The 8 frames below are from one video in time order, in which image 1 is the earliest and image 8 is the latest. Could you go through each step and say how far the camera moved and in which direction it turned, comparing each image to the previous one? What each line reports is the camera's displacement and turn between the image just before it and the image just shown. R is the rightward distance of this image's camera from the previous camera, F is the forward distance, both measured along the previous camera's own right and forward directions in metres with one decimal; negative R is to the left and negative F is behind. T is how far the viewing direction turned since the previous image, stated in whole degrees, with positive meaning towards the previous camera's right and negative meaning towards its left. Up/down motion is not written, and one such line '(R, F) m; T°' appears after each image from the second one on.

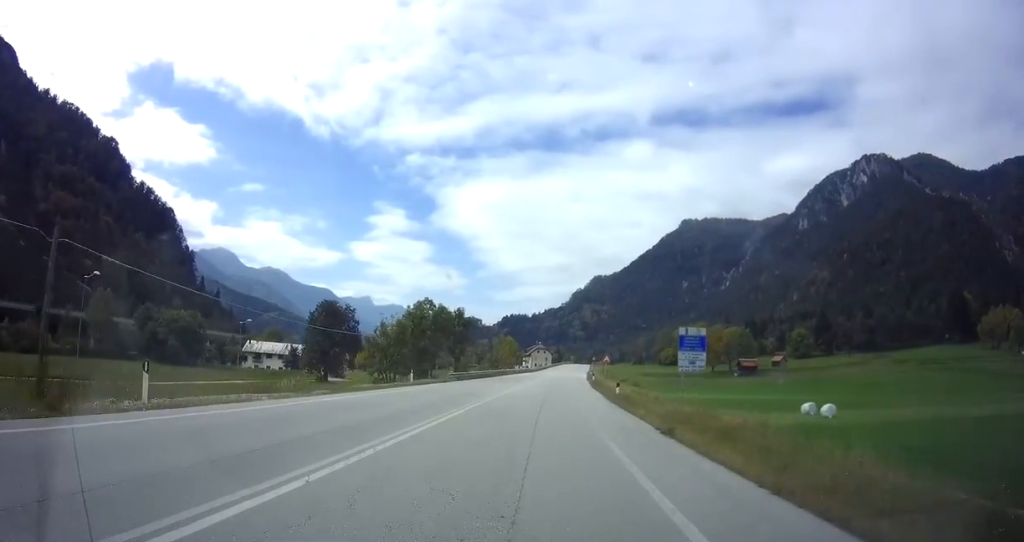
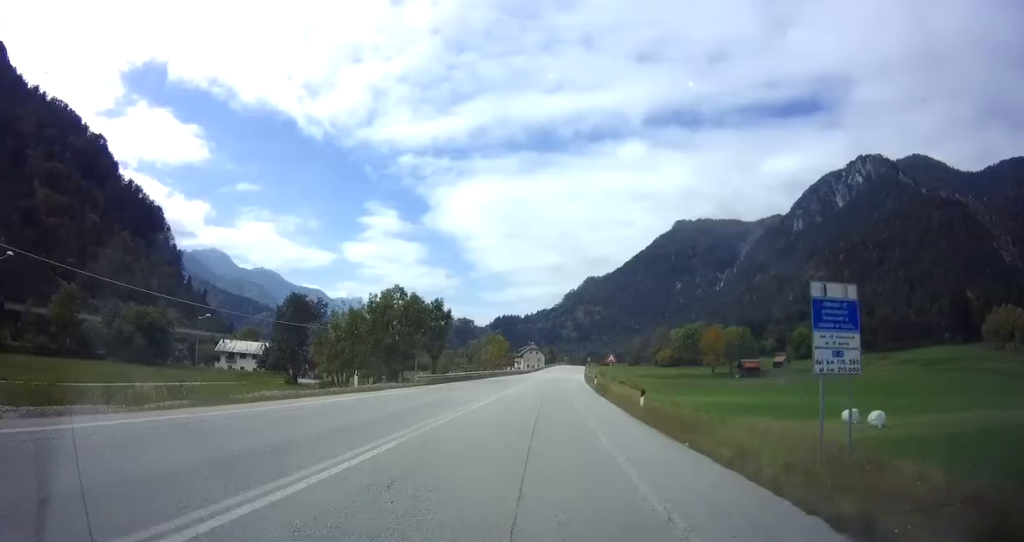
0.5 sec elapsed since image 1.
(-0.1, +8.7) m; +1°
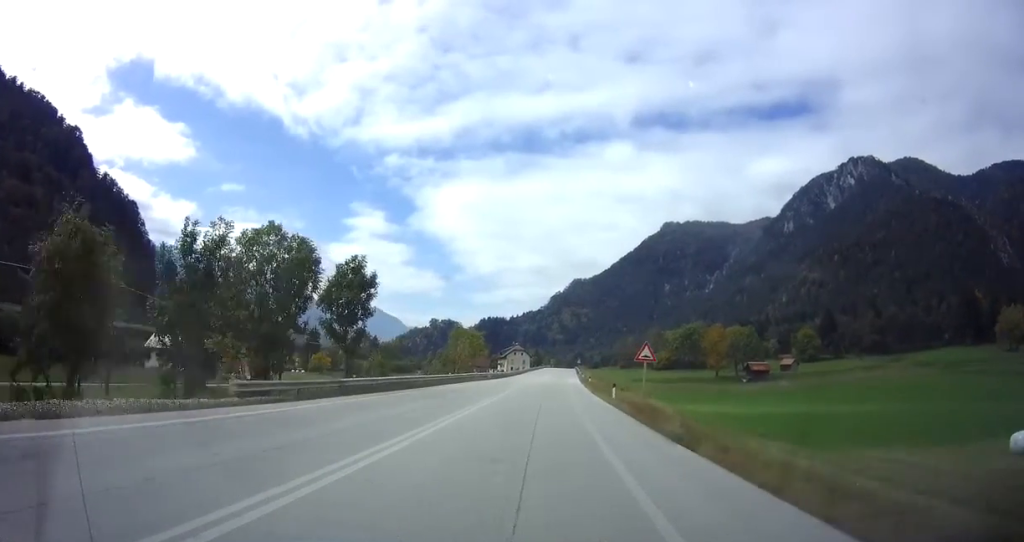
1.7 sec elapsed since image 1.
(+0.5, +20.5) m; 0°
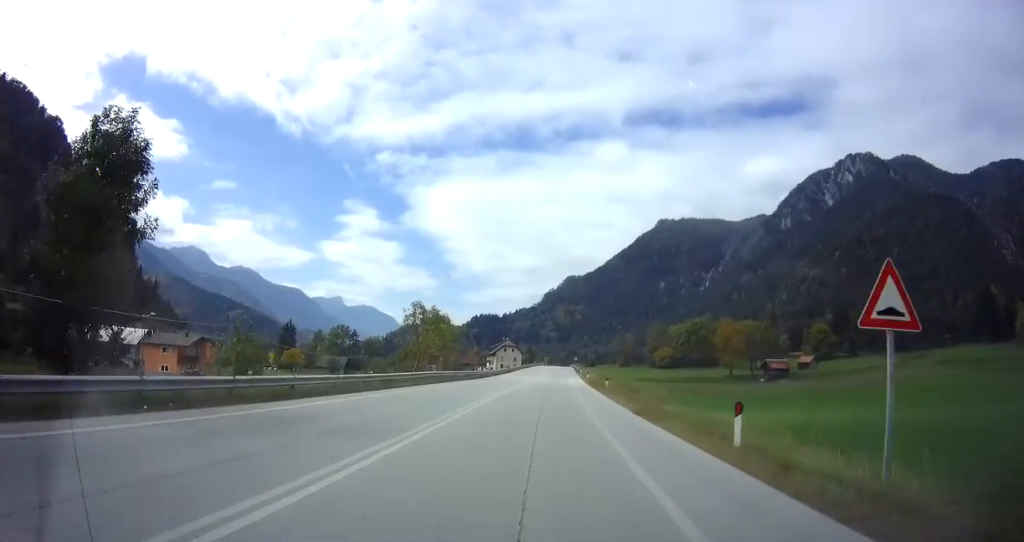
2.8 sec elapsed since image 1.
(-0.4, +19.7) m; 0°
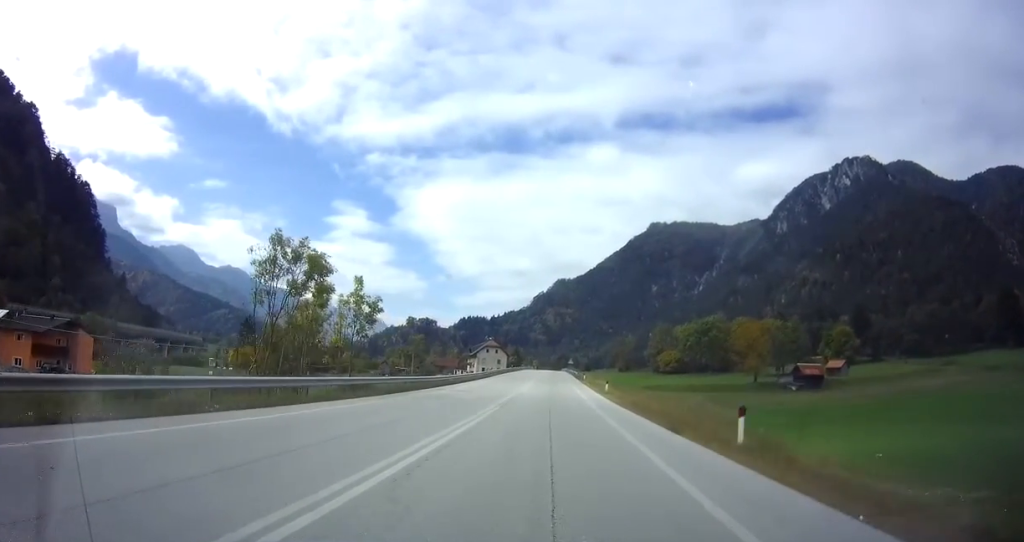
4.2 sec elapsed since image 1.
(+1.0, +26.8) m; +2°
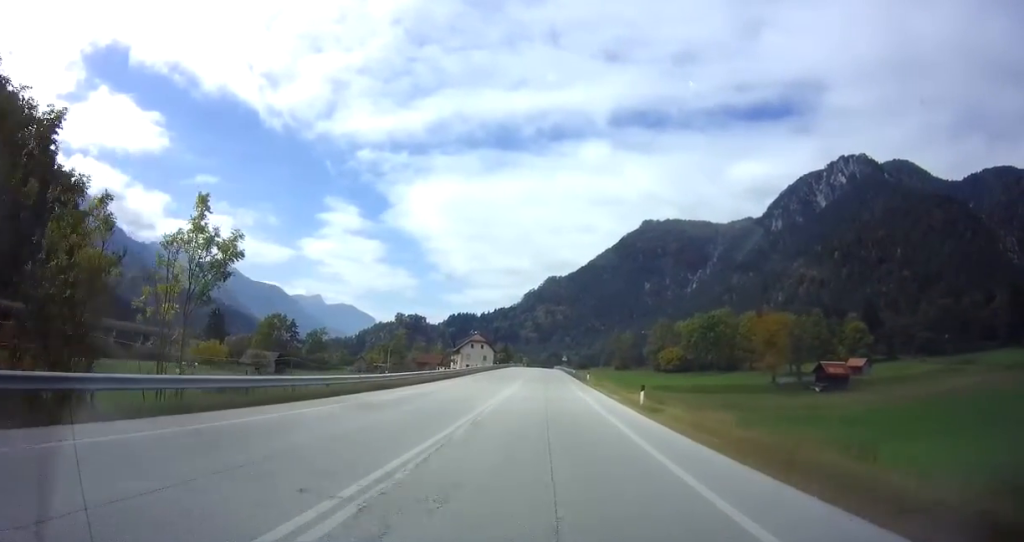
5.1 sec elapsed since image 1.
(-0.1, +16.7) m; 0°
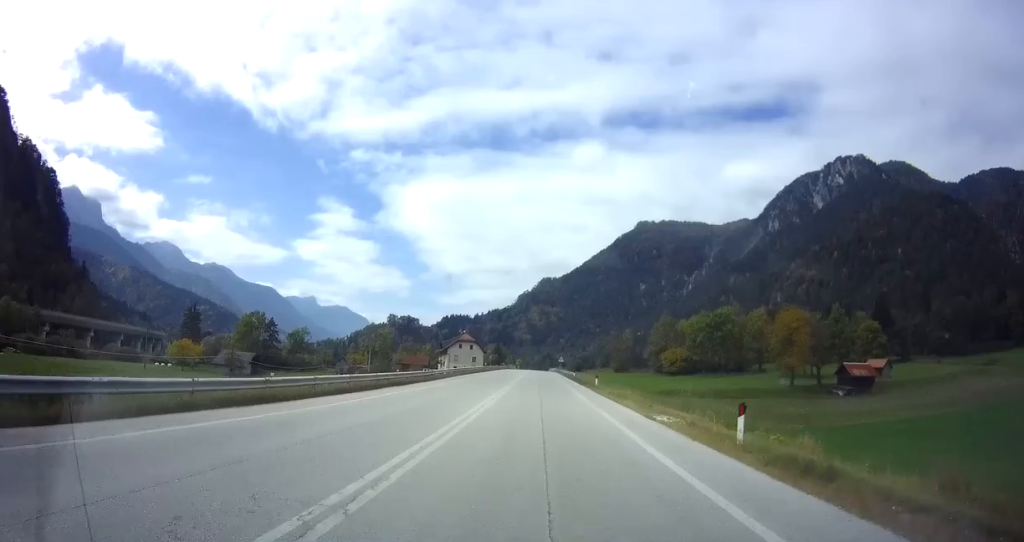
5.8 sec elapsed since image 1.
(-0.2, +11.9) m; 0°
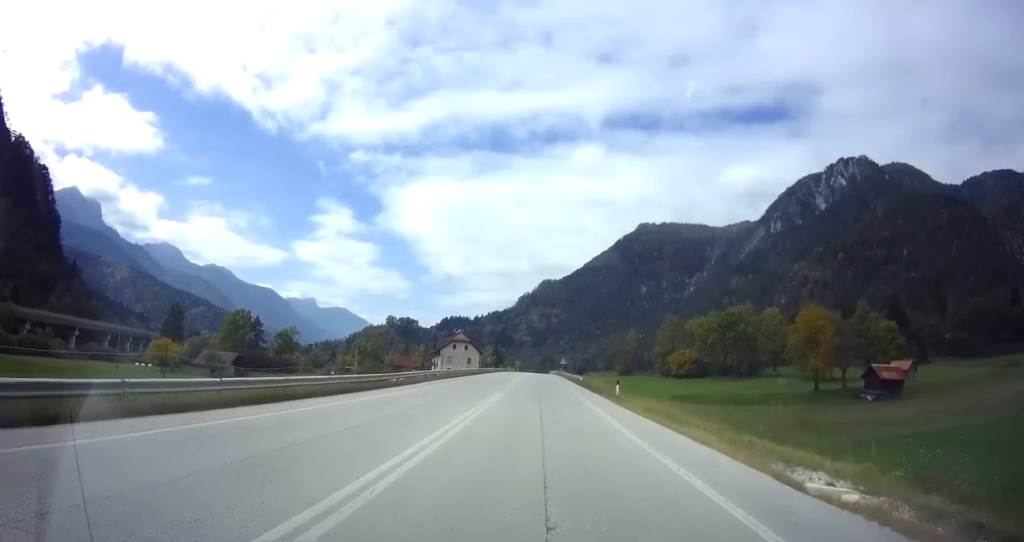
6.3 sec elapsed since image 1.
(+0.2, +10.1) m; +1°
